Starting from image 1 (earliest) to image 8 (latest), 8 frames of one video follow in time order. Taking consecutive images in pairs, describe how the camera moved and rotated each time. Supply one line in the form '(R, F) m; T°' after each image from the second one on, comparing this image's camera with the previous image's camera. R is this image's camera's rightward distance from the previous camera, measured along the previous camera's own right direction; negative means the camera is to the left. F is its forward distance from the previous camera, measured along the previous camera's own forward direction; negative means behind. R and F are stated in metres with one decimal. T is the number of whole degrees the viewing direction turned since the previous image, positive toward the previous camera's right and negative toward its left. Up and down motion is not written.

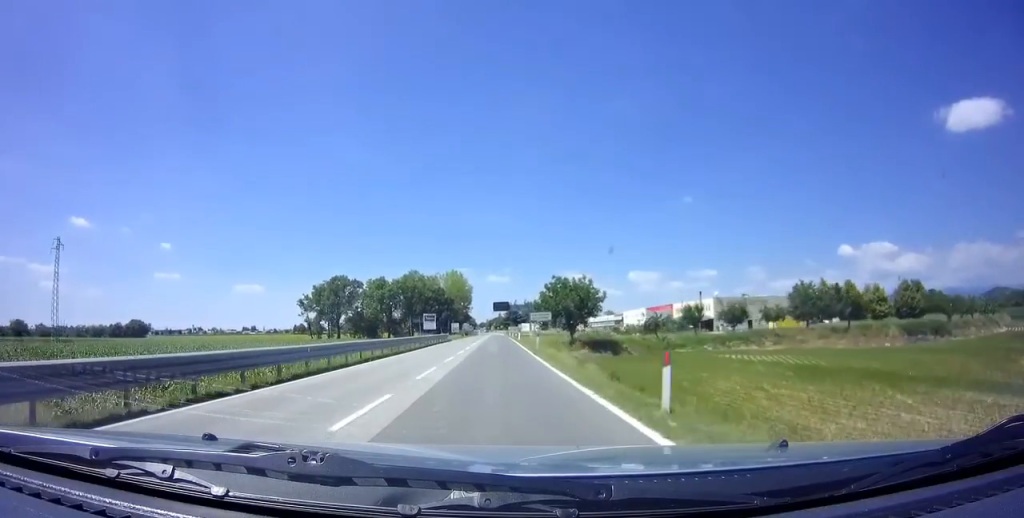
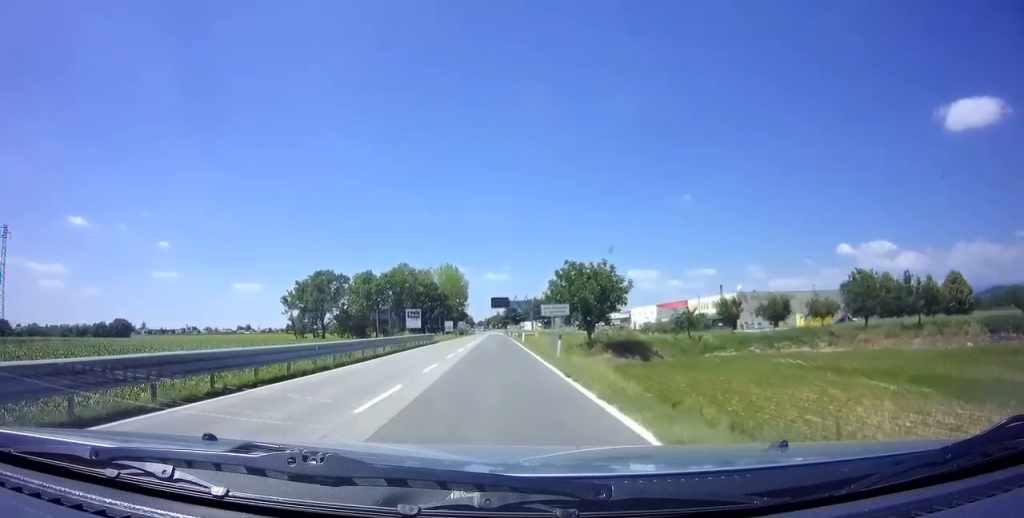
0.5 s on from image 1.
(0.0, +11.7) m; 0°
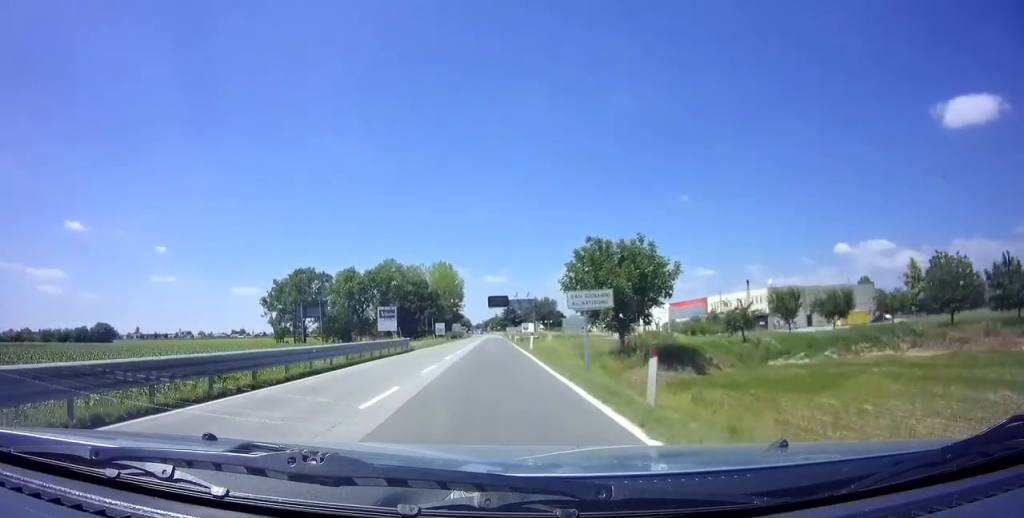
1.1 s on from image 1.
(-0.1, +13.2) m; 0°
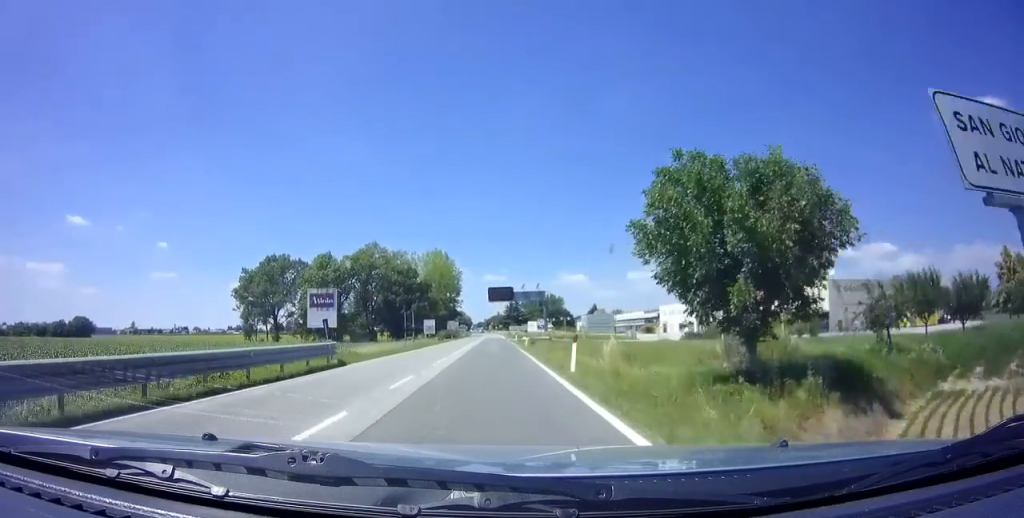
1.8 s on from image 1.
(0.0, +17.9) m; 0°
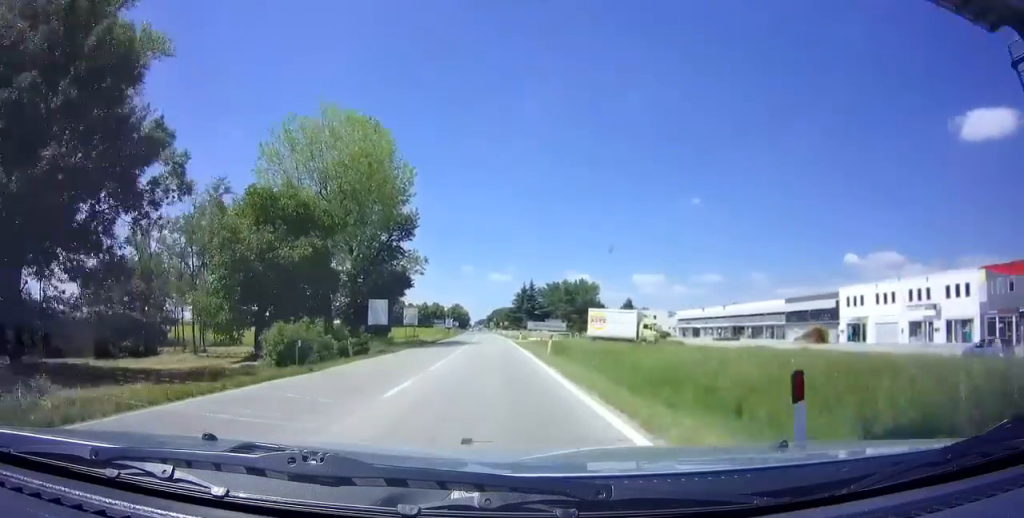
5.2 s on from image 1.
(-0.3, +79.5) m; 0°
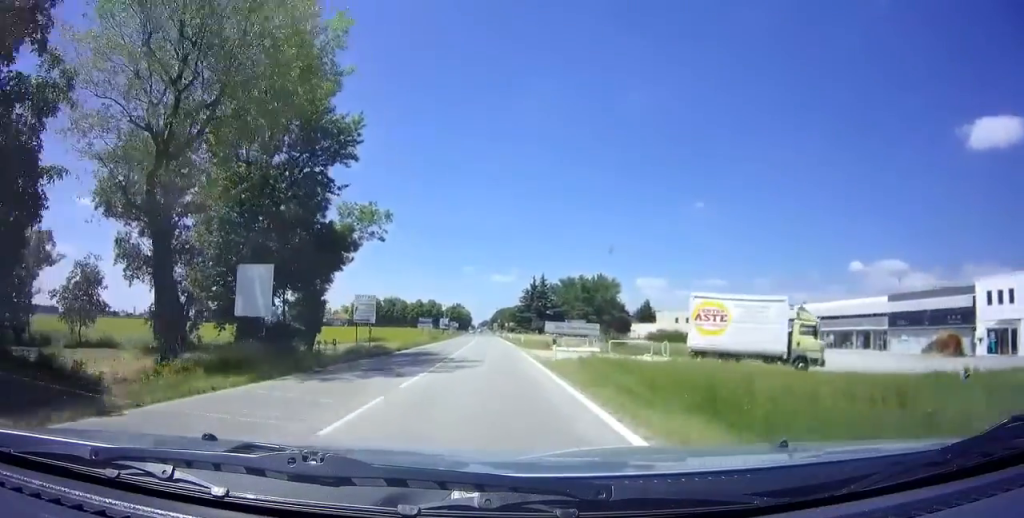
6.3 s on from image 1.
(0.0, +25.0) m; 0°
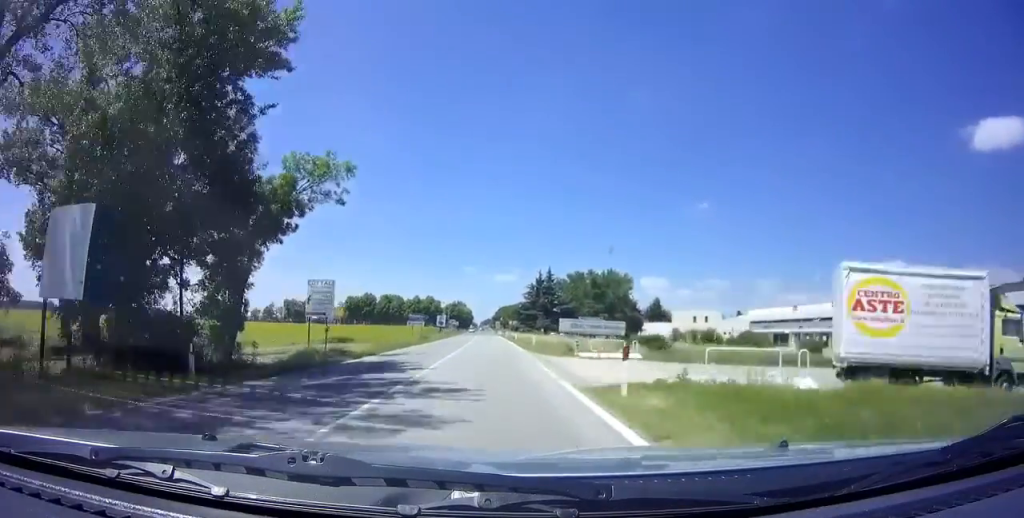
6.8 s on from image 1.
(0.0, +10.9) m; 0°
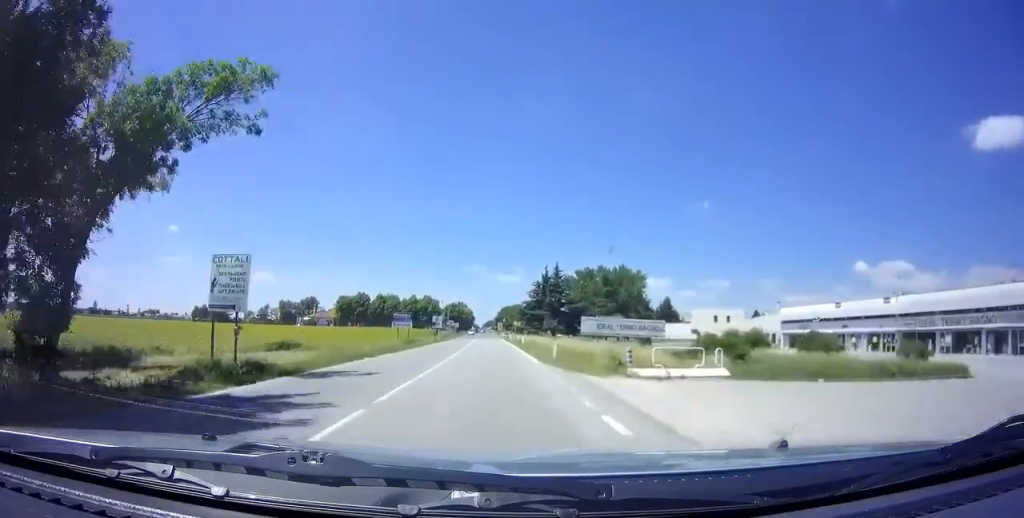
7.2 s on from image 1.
(+0.1, +10.9) m; 0°
